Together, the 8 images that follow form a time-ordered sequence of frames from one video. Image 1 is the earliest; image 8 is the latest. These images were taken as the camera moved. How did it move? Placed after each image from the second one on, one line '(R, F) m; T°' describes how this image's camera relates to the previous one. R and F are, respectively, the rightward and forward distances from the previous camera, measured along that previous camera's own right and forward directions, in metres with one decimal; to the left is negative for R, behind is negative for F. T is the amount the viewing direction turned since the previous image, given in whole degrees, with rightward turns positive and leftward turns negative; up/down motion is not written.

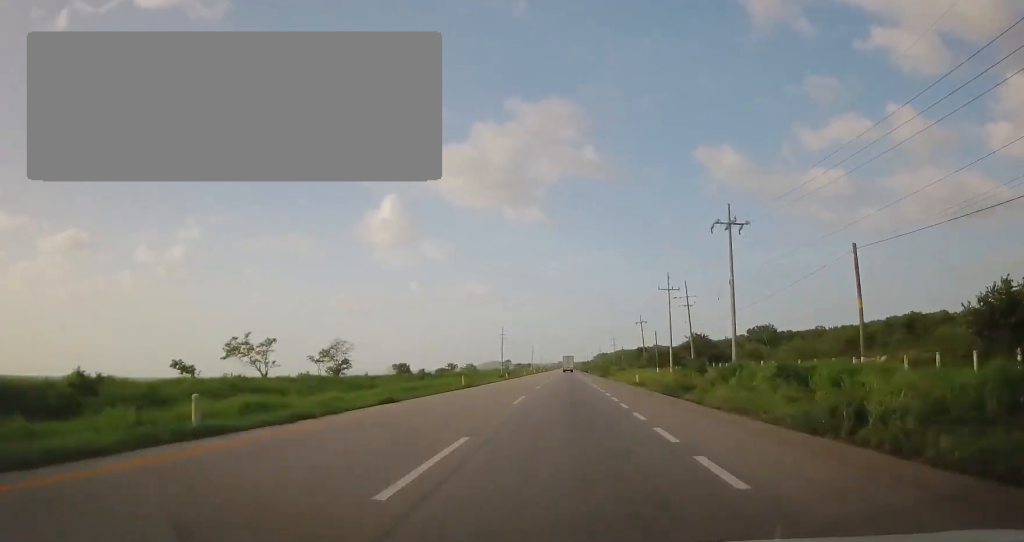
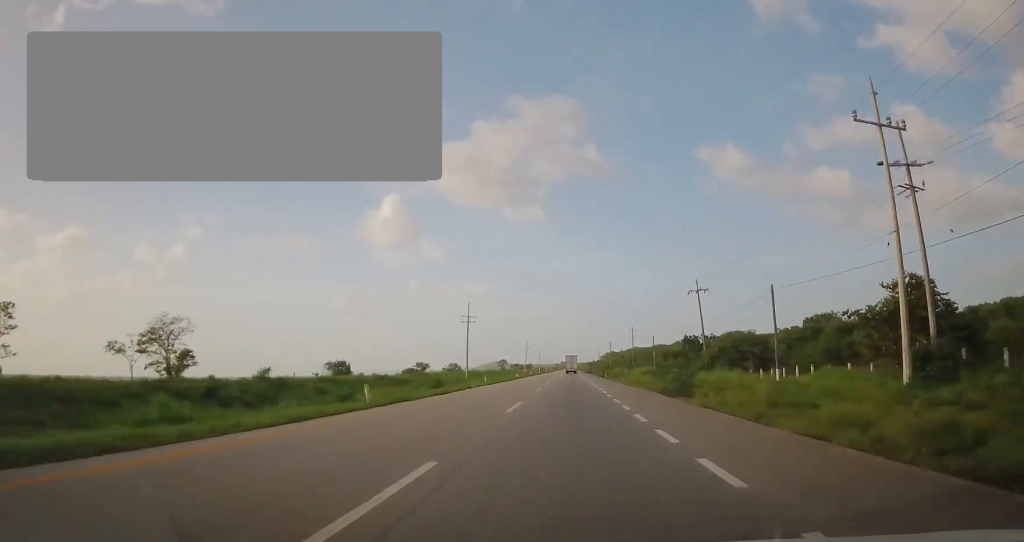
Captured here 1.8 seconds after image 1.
(-0.6, +50.6) m; -2°
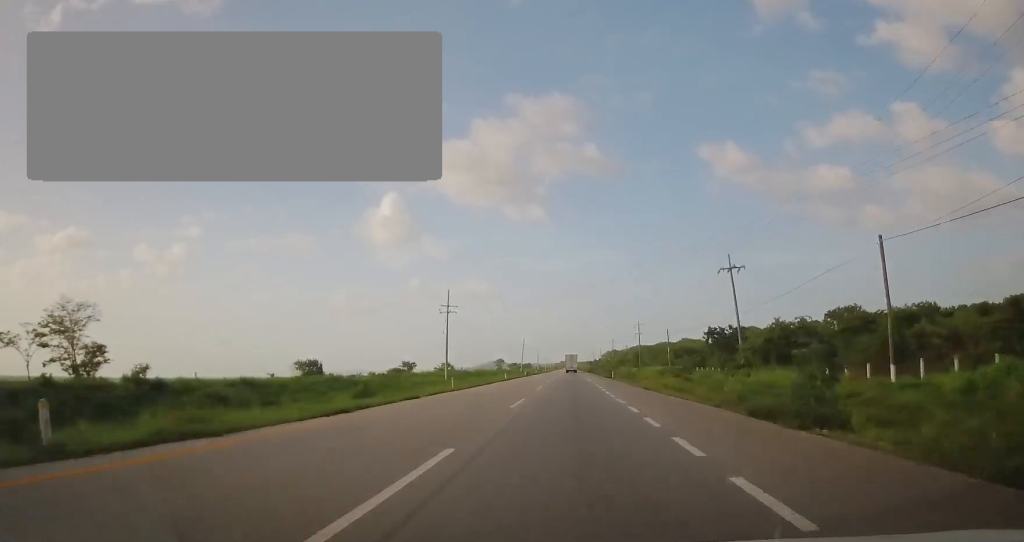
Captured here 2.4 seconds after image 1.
(-0.1, +14.7) m; 0°
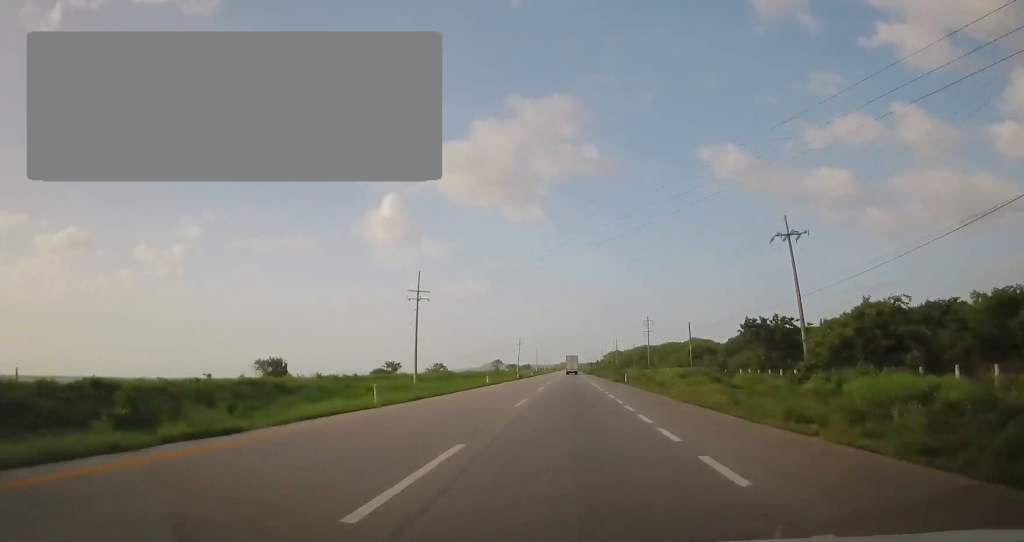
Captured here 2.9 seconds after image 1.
(0.0, +15.1) m; +1°
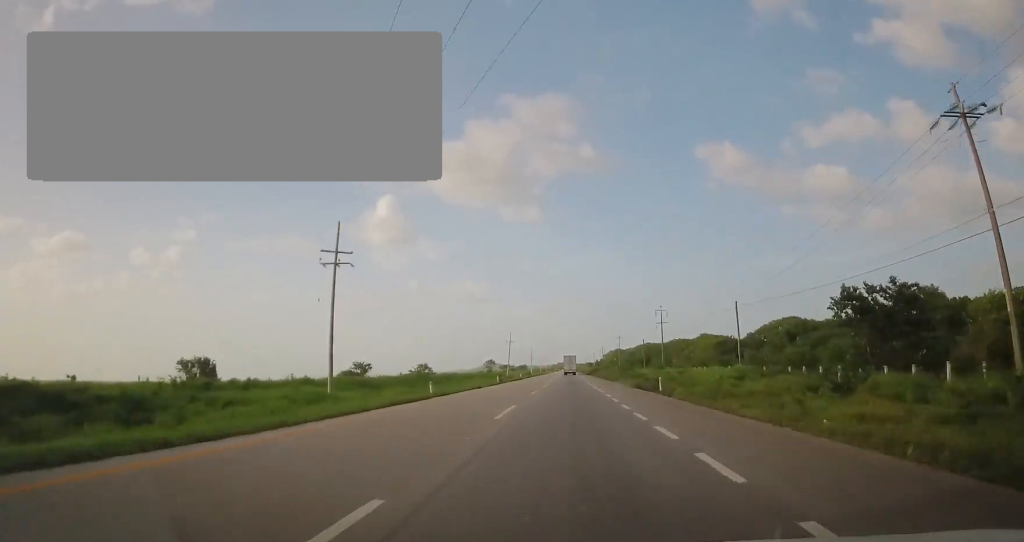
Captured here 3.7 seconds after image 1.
(+0.4, +20.7) m; 0°
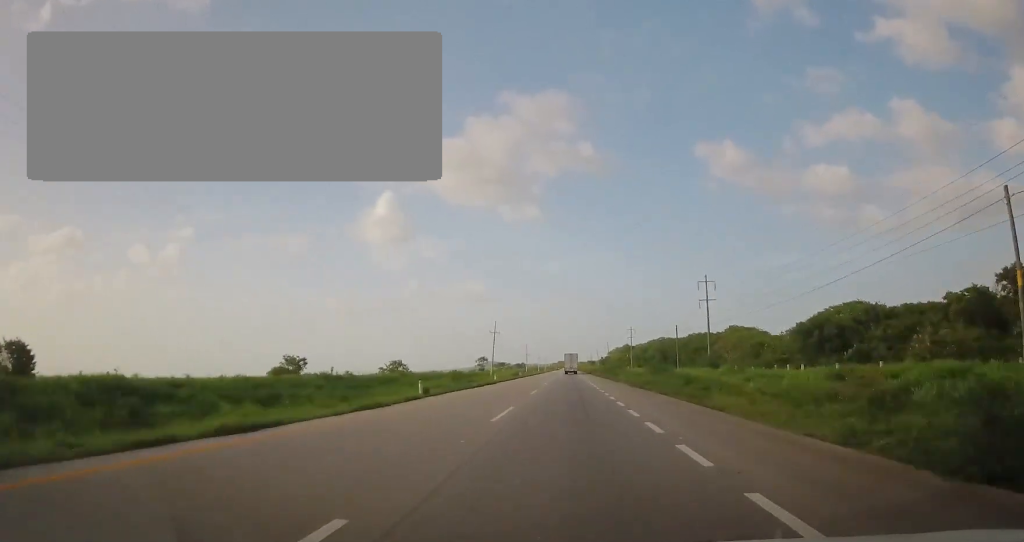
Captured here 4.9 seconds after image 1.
(-0.3, +32.6) m; -1°
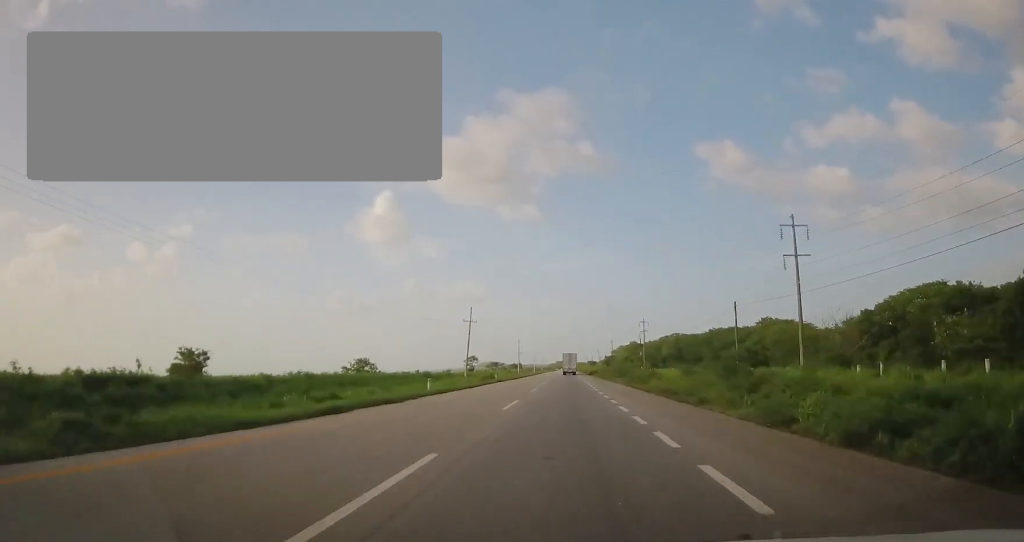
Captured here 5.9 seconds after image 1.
(-0.2, +27.5) m; 0°
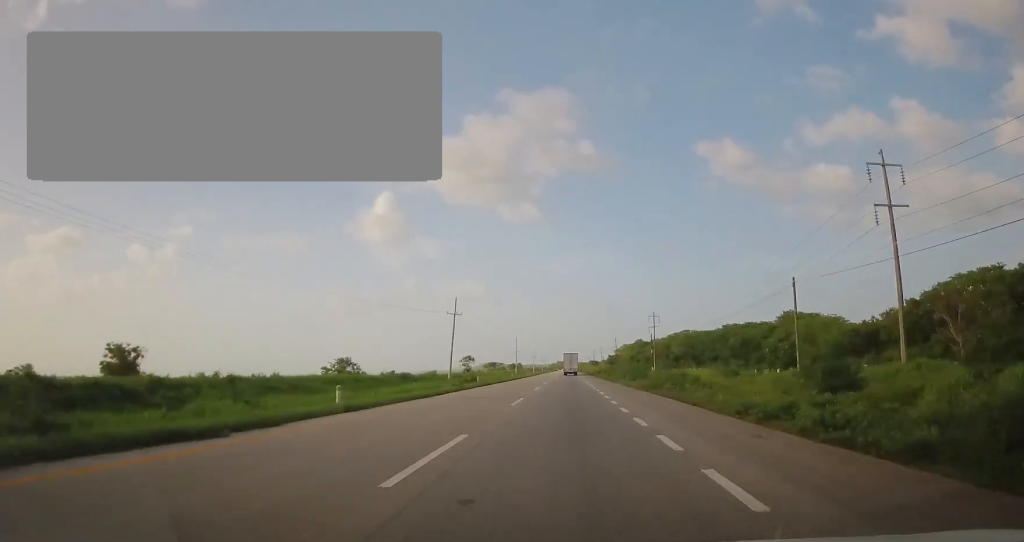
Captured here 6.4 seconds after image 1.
(0.0, +12.8) m; 0°
